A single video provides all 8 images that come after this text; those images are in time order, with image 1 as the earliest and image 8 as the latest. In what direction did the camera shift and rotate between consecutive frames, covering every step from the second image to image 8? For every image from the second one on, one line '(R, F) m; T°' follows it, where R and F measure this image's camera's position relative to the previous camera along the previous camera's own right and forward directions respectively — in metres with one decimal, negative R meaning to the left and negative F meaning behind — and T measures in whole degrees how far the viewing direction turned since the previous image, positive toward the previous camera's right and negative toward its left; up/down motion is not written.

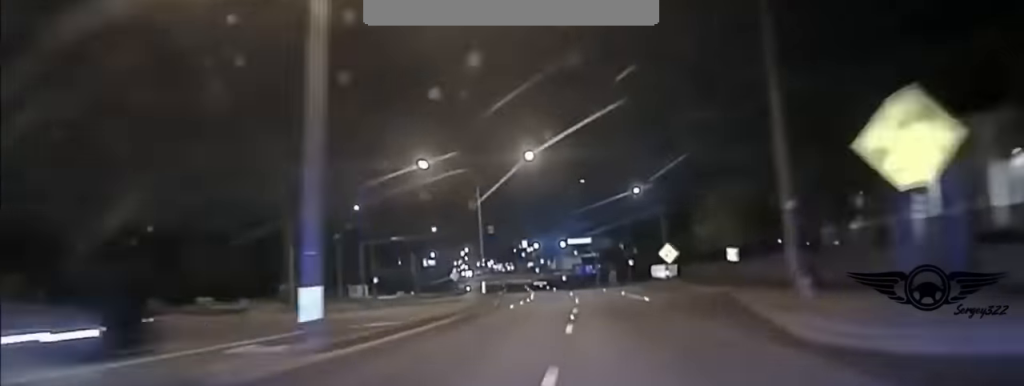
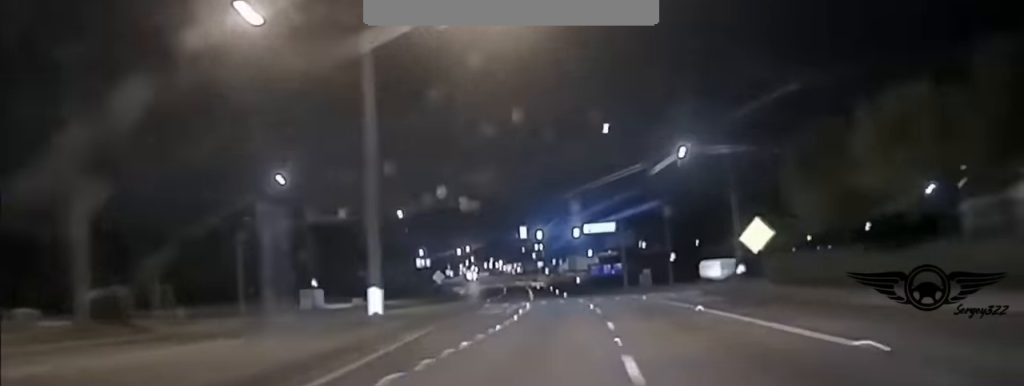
(-0.5, +32.6) m; -1°
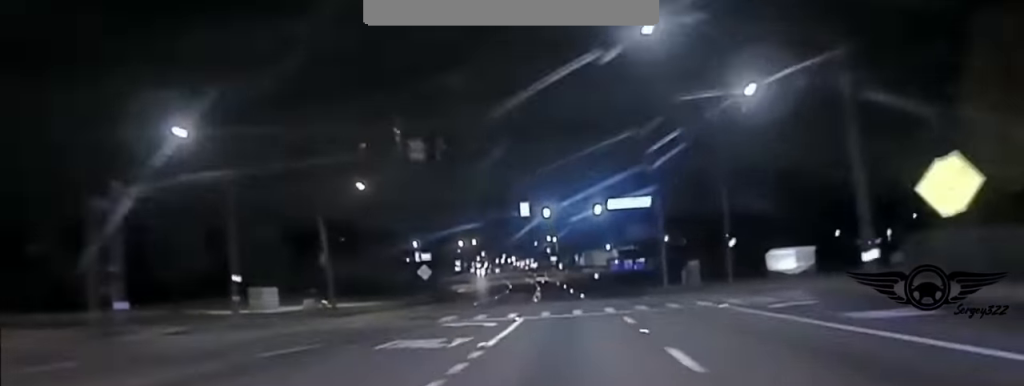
(-0.1, +21.6) m; -1°
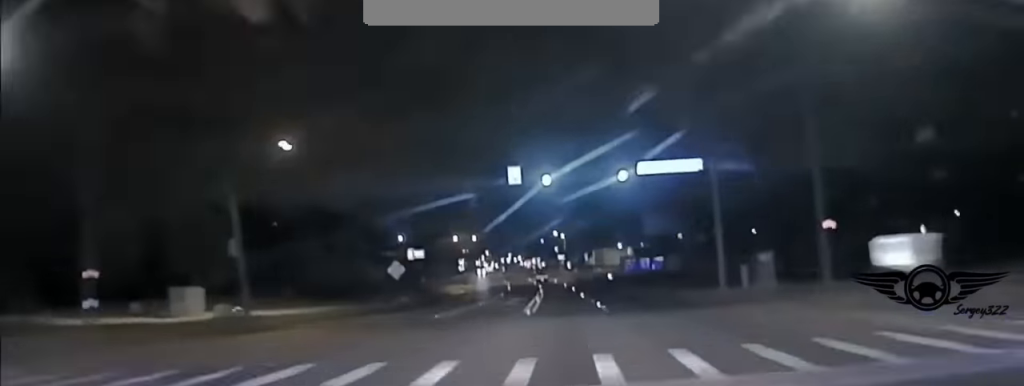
(0.0, +18.2) m; 0°
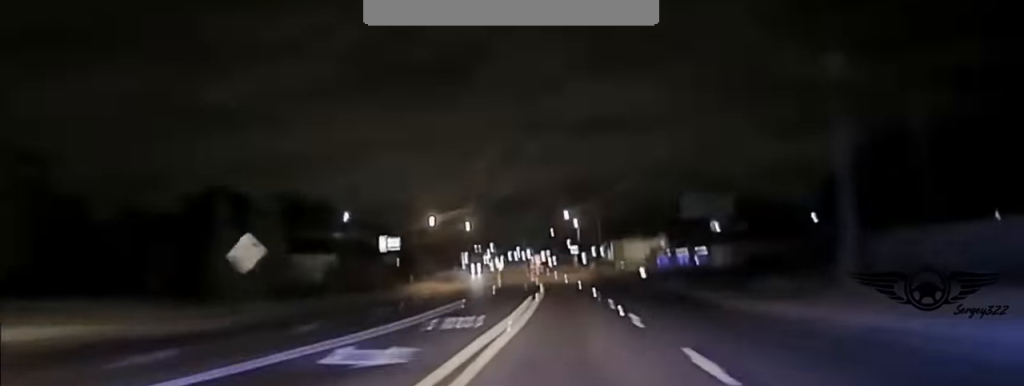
(-0.2, +36.9) m; -1°
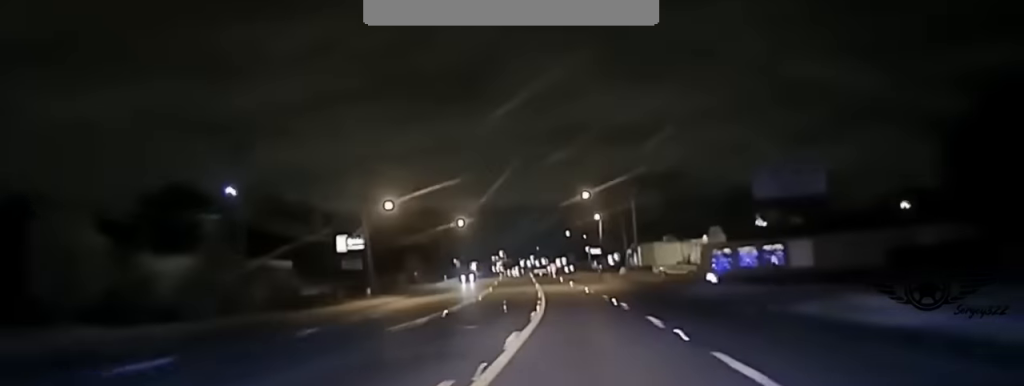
(-0.2, +39.0) m; -1°
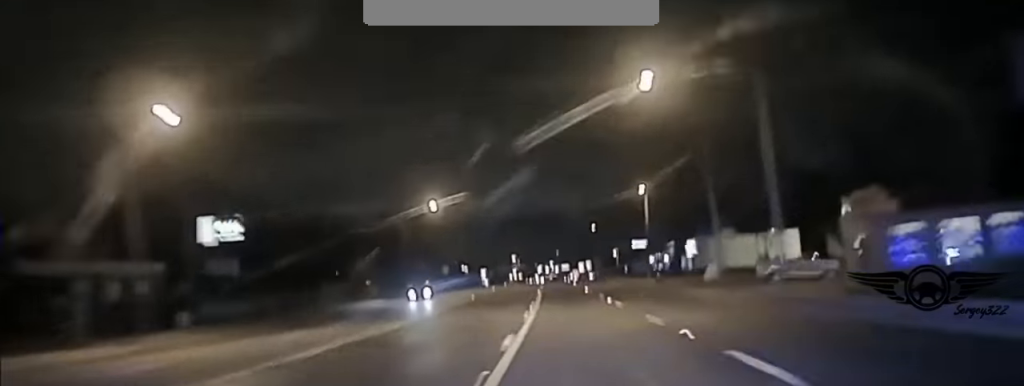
(-0.6, +55.0) m; -1°
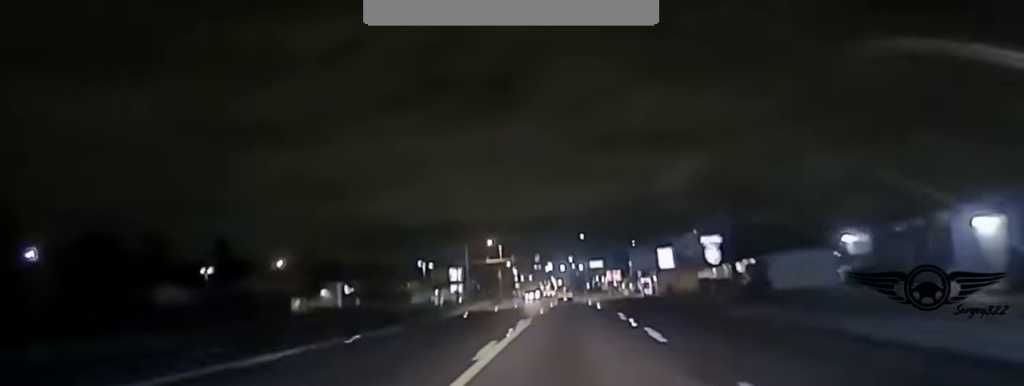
(-1.4, +141.0) m; -1°
